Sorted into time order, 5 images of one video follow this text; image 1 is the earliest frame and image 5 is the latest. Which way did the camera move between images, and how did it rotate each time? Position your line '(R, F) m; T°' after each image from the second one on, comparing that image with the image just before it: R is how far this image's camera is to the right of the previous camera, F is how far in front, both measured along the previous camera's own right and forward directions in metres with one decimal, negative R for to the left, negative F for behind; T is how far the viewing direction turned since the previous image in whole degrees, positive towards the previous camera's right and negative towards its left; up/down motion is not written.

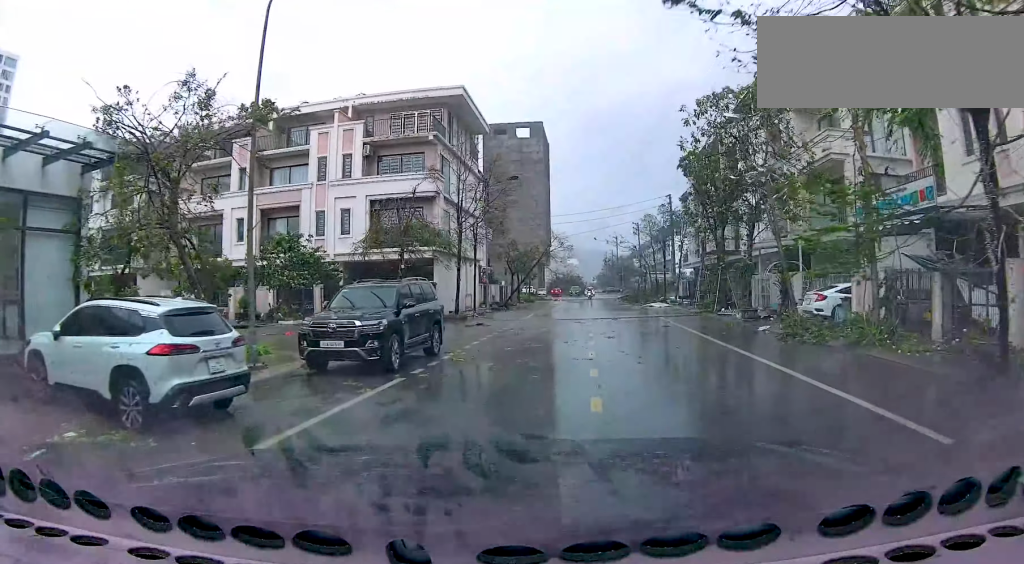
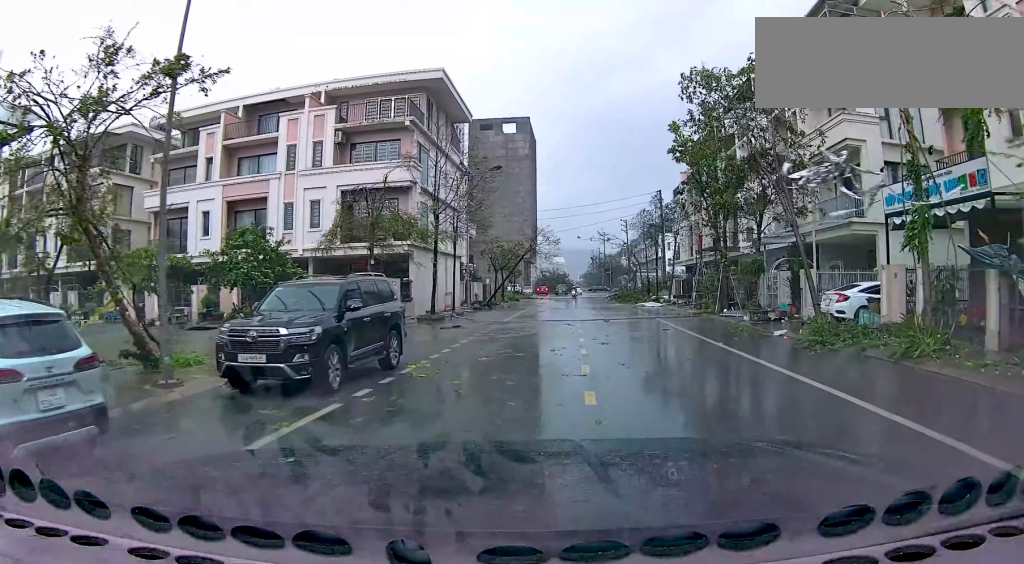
(-0.1, +2.2) m; -5°
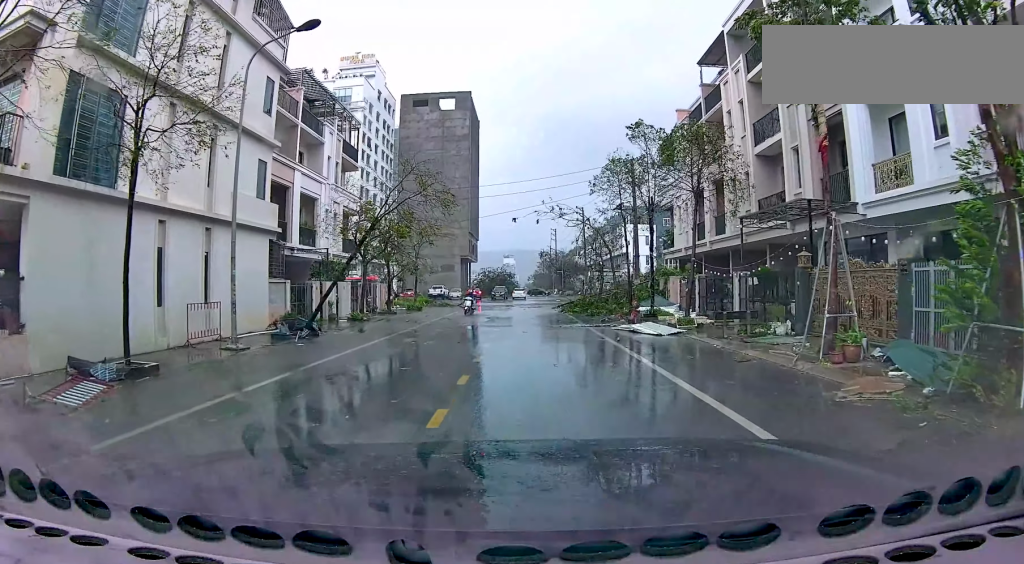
(0.0, +24.7) m; +2°
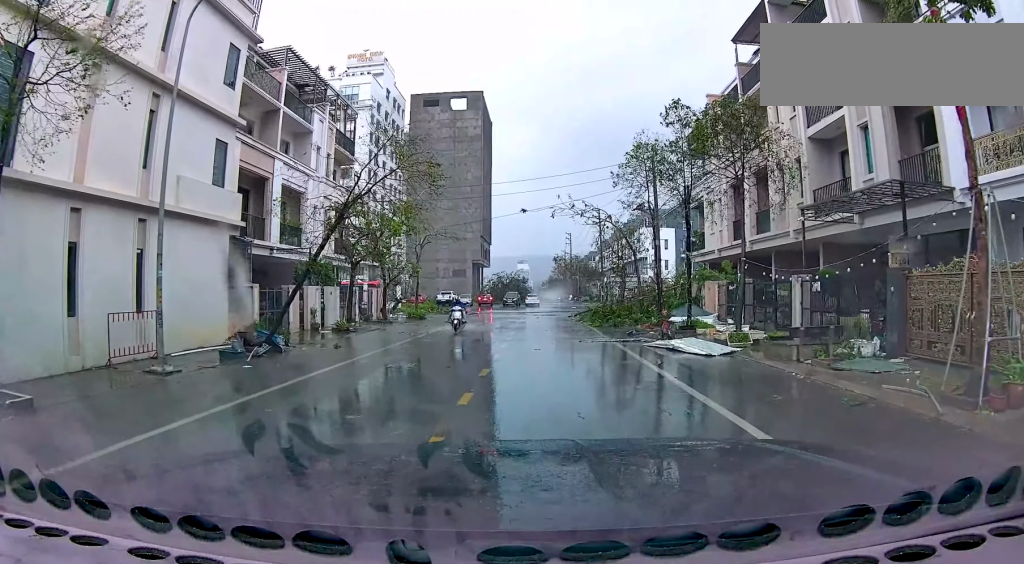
(-0.3, +5.3) m; -5°
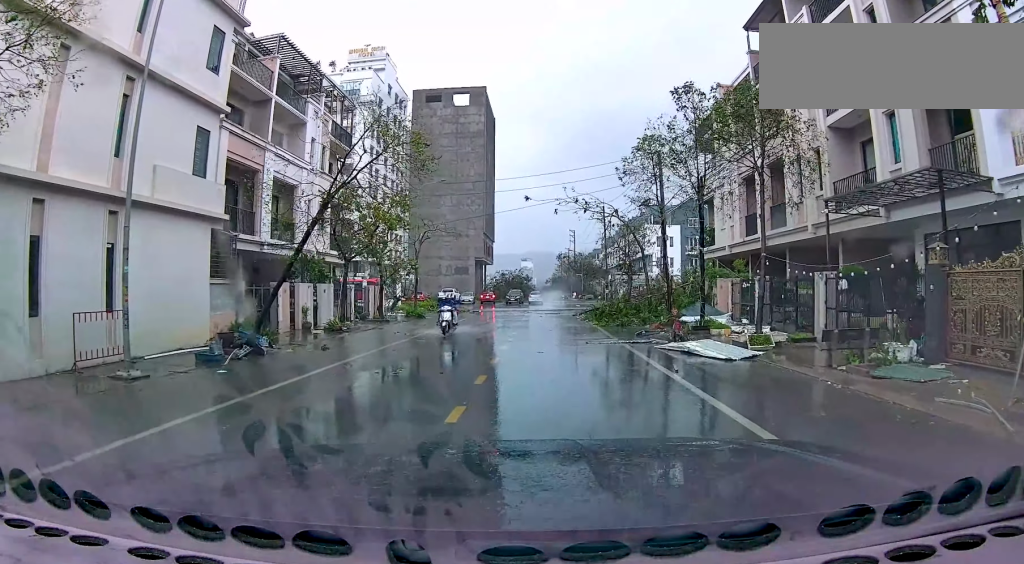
(0.0, +1.8) m; -2°
